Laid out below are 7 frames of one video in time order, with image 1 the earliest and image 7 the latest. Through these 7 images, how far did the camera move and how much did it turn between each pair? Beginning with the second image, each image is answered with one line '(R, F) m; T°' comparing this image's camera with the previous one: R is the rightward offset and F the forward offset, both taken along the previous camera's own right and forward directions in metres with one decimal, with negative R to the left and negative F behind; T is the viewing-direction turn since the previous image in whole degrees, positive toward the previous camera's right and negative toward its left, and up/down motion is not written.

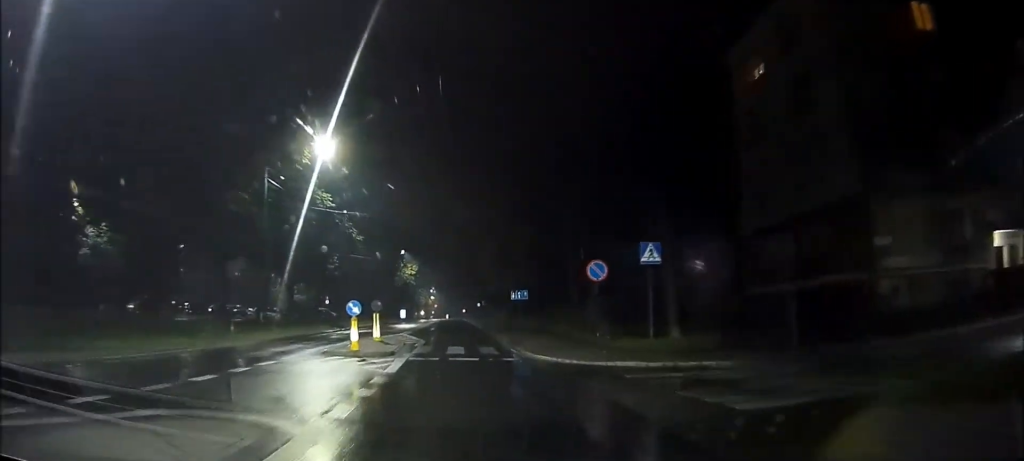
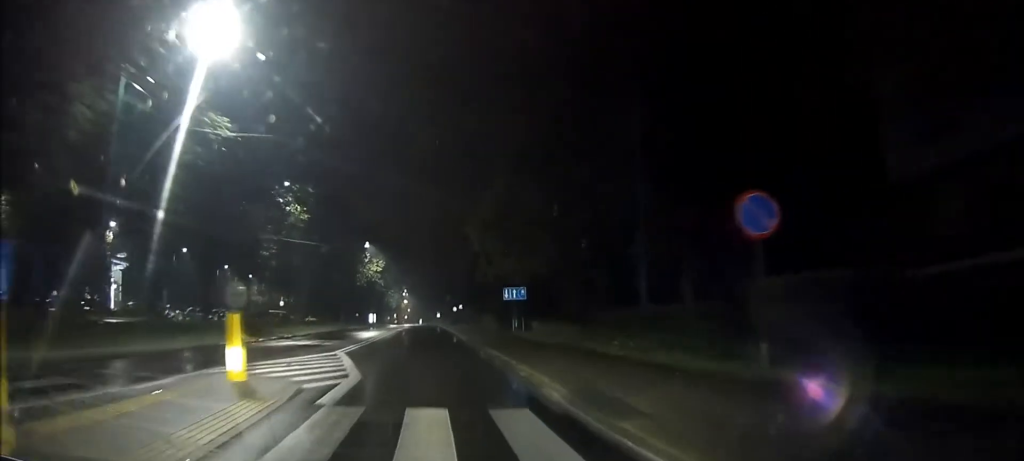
(-0.2, +16.5) m; -1°
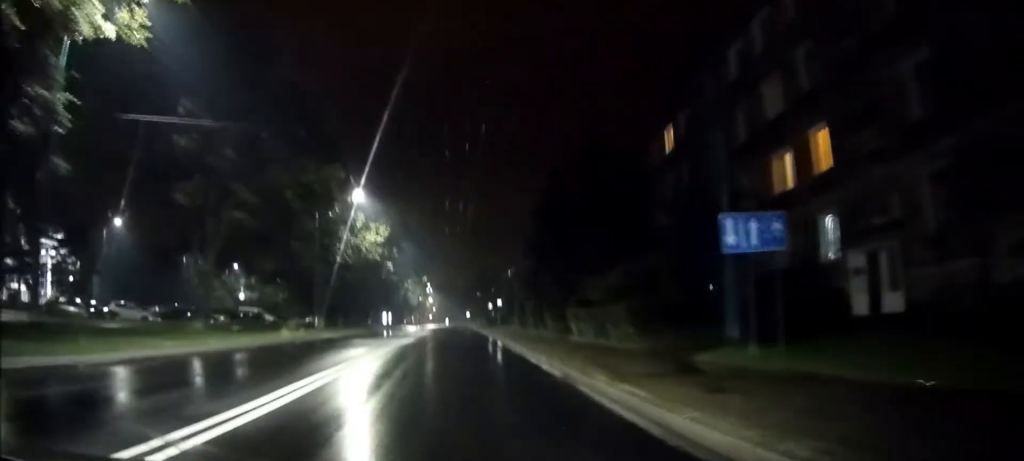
(+0.3, +34.5) m; +1°
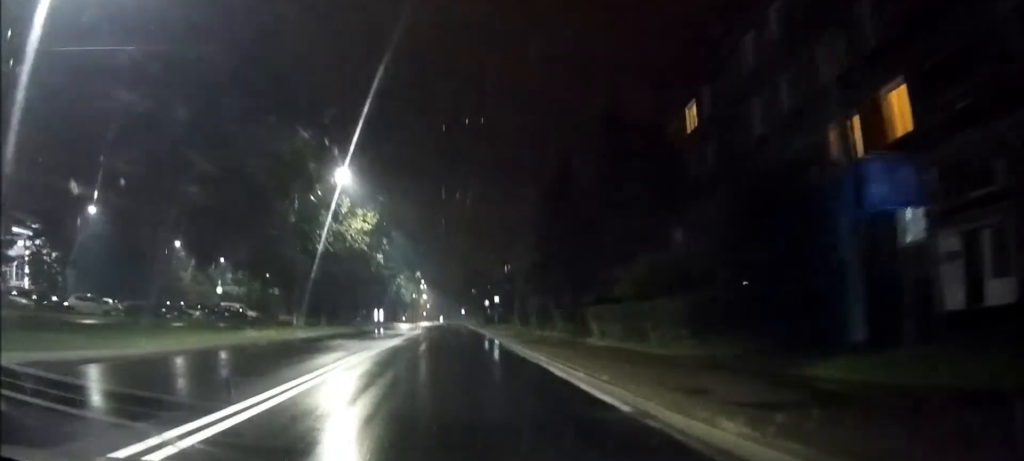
(0.0, +5.7) m; 0°
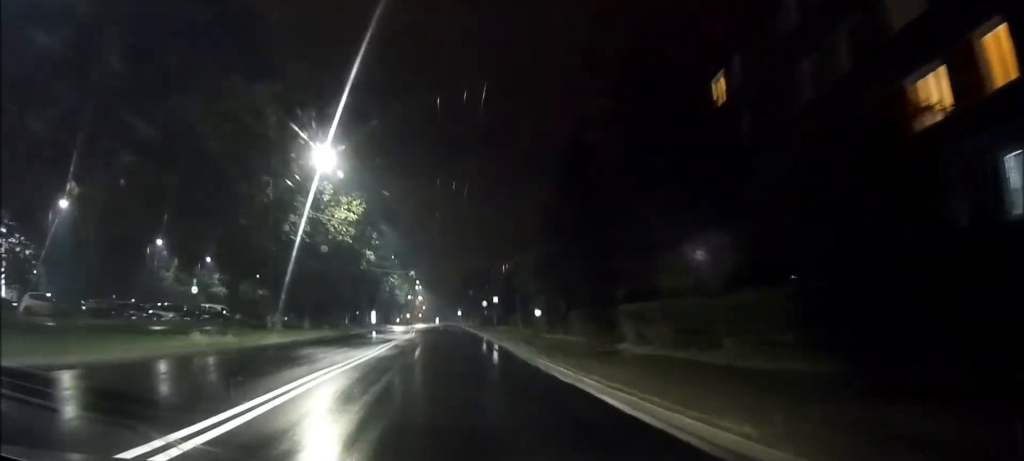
(-0.1, +5.8) m; 0°
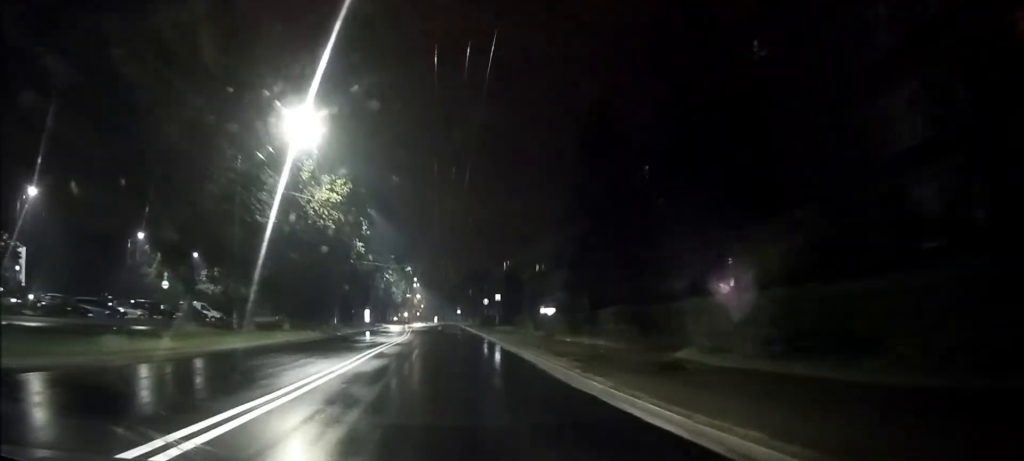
(0.0, +6.3) m; -1°
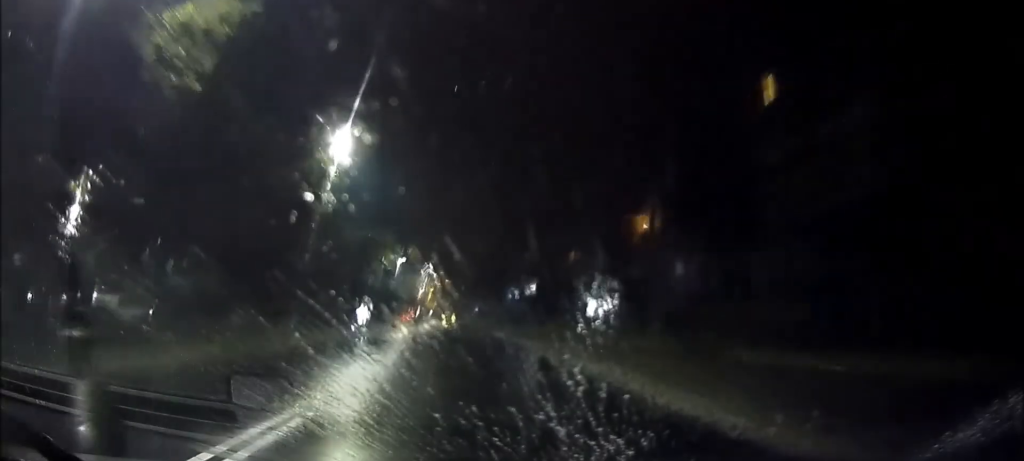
(-0.2, +21.4) m; -1°
